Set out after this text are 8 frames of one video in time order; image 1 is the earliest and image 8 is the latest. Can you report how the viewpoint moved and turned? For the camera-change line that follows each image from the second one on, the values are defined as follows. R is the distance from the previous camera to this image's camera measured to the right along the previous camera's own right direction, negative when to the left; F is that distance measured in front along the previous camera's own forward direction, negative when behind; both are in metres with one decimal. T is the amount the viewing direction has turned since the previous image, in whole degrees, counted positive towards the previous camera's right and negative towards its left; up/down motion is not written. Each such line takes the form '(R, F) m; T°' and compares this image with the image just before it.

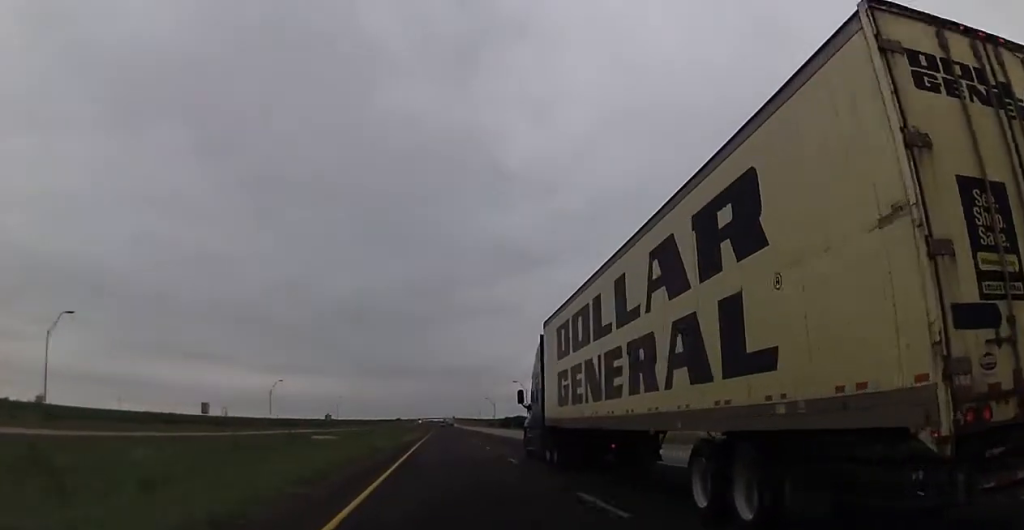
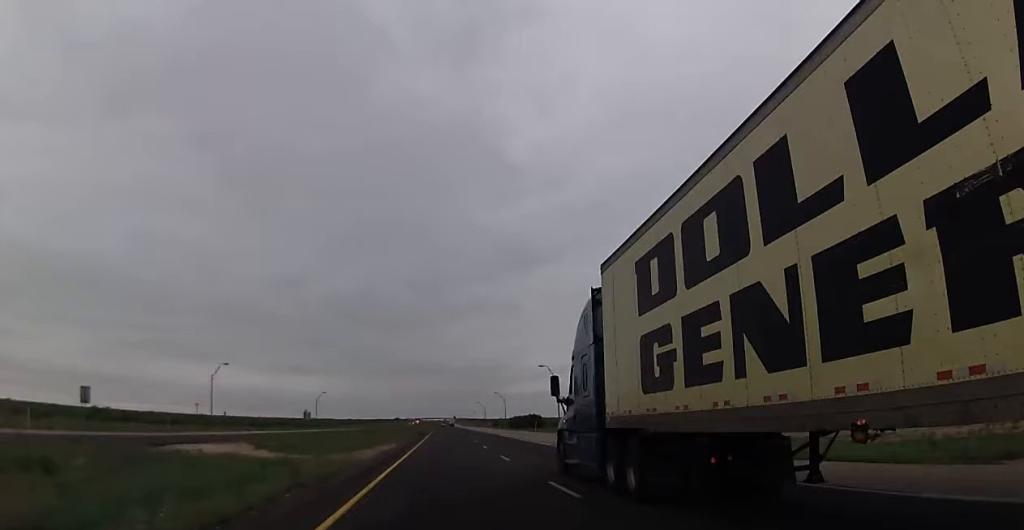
(+0.1, +33.4) m; 0°
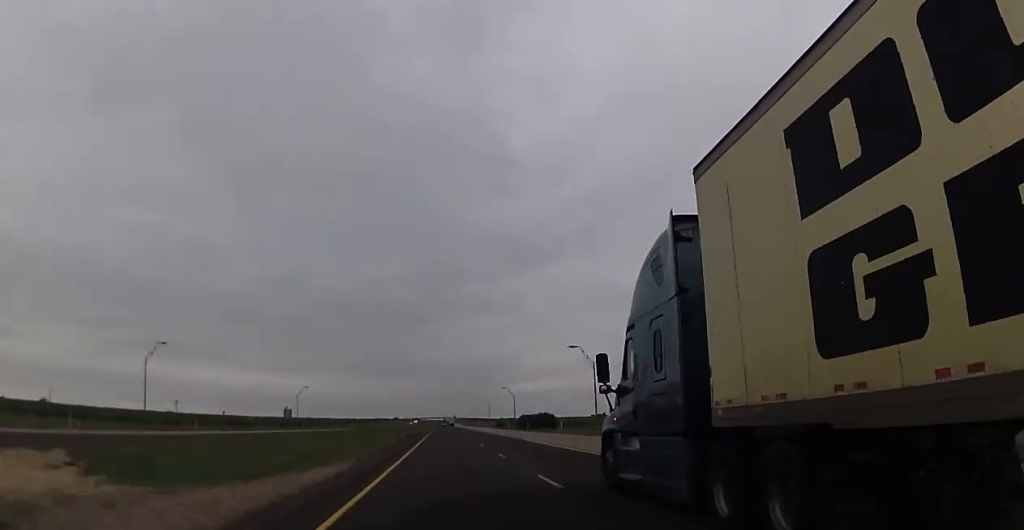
(+0.2, +22.3) m; 0°
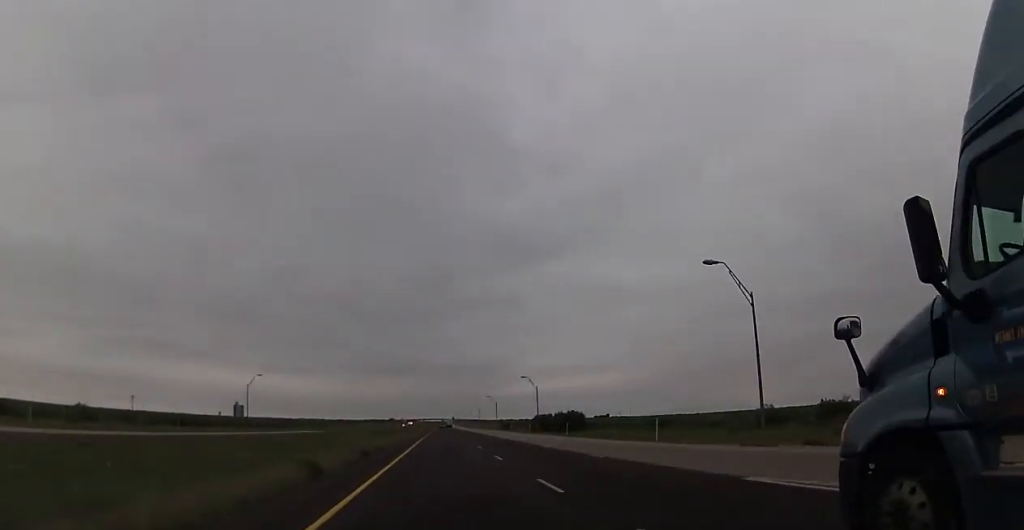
(-0.5, +37.1) m; 0°
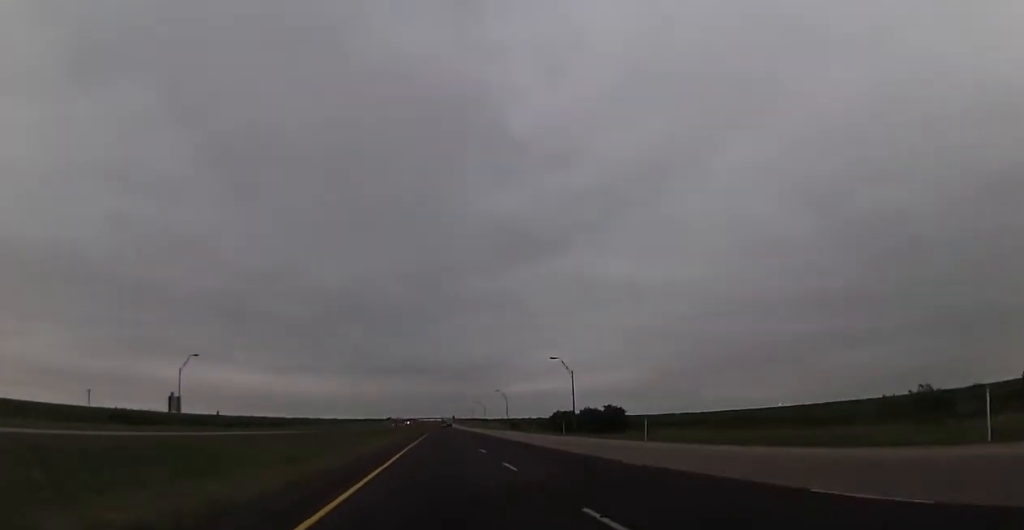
(+0.3, +29.7) m; 0°
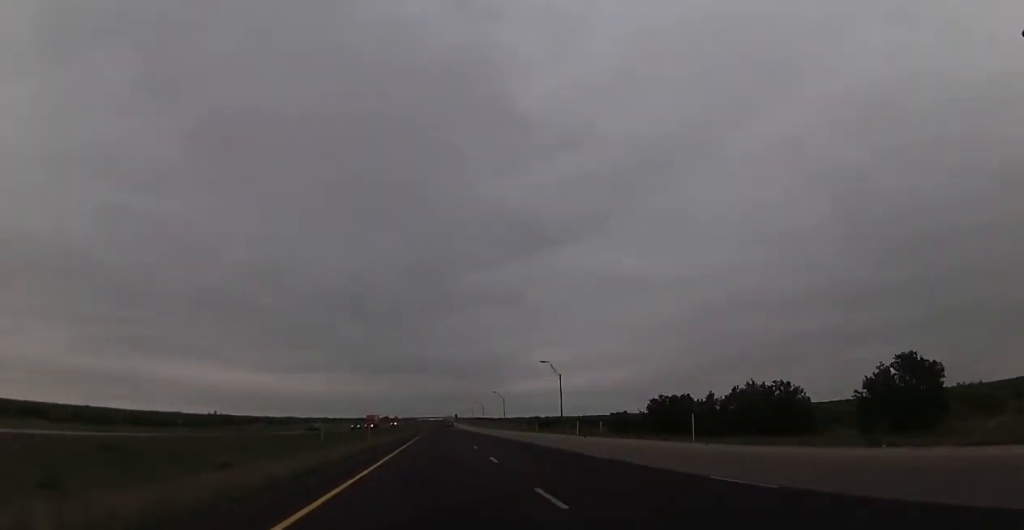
(+0.2, +69.3) m; 0°
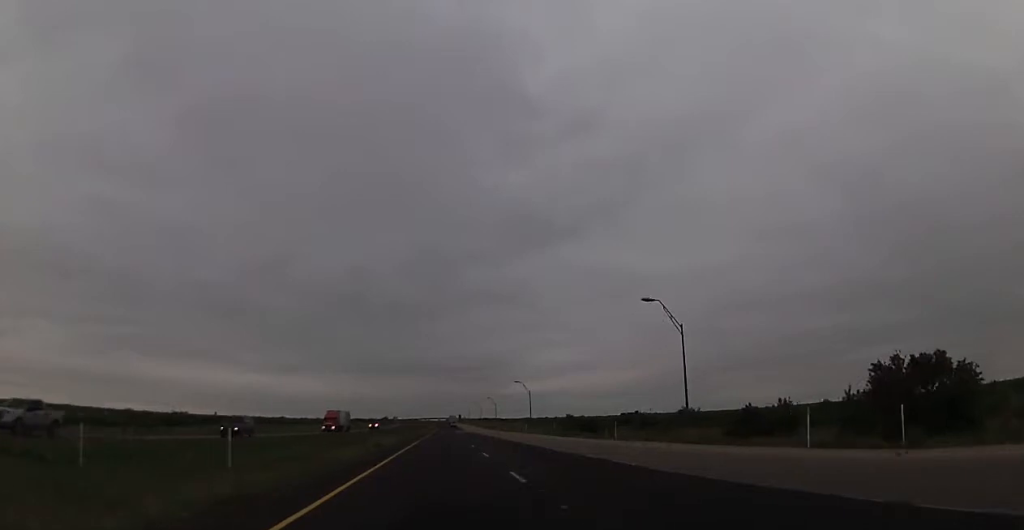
(+0.1, +43.3) m; 0°
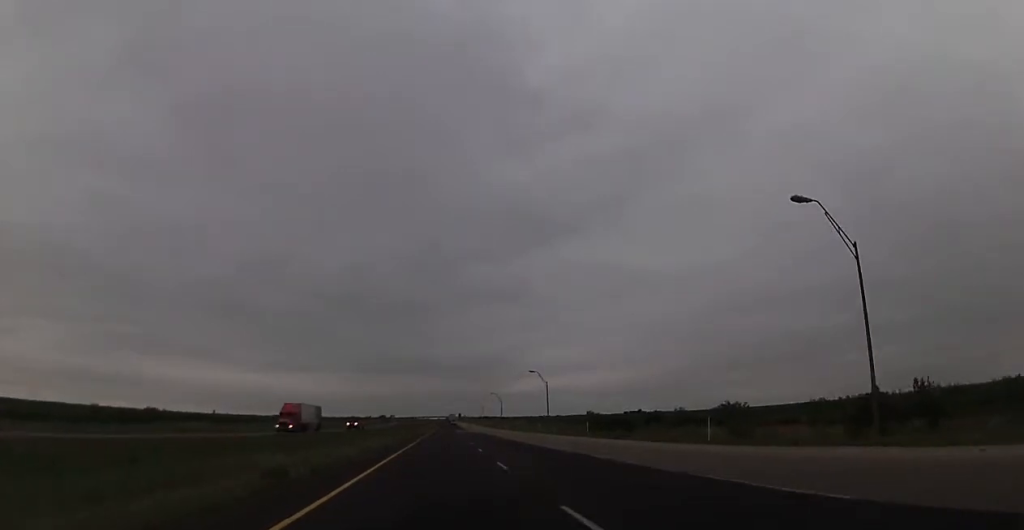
(0.0, +19.8) m; 0°
